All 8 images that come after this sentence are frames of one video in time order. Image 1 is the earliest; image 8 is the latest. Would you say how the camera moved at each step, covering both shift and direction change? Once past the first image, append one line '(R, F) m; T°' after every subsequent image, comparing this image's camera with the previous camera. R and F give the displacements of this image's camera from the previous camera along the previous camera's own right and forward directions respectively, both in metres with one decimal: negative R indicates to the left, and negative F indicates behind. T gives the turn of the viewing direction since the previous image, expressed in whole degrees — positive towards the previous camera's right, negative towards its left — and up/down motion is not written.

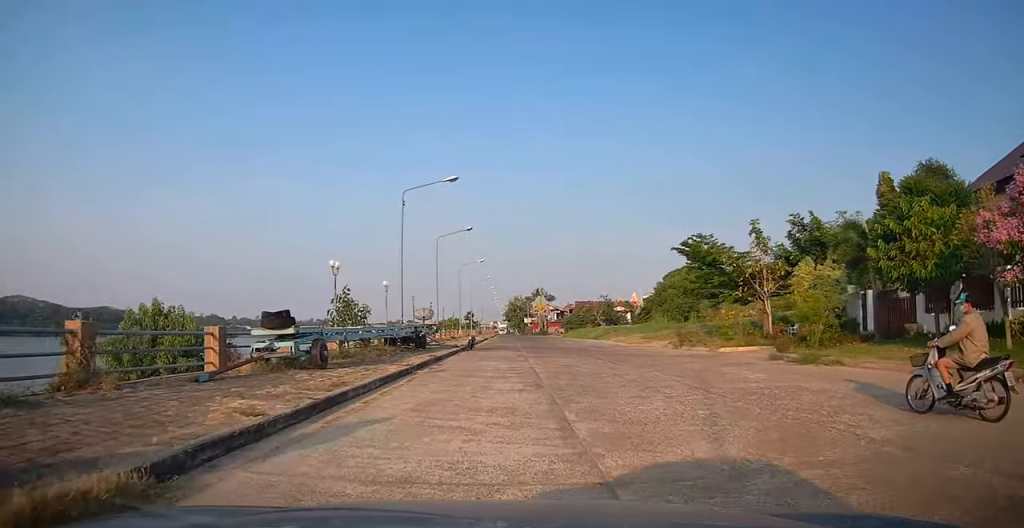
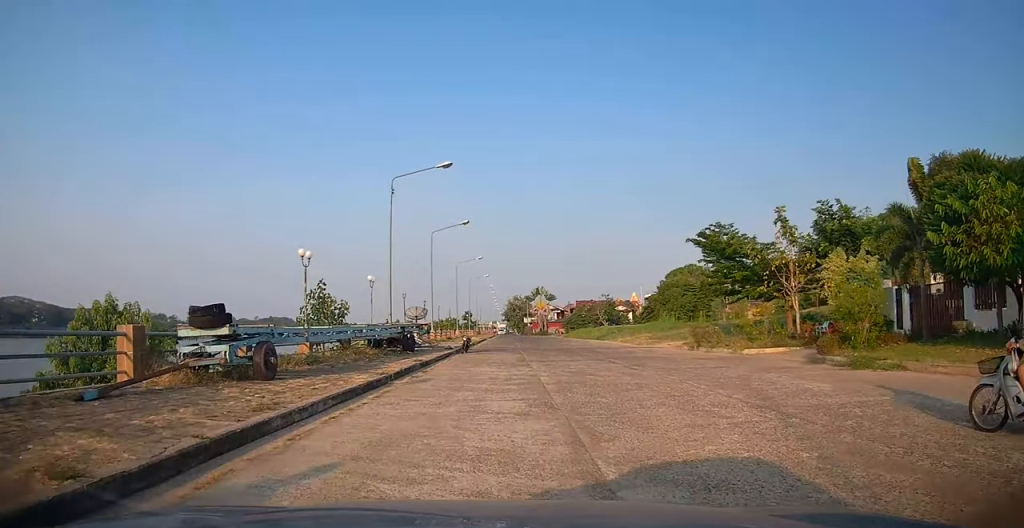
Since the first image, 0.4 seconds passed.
(0.0, +3.2) m; 0°
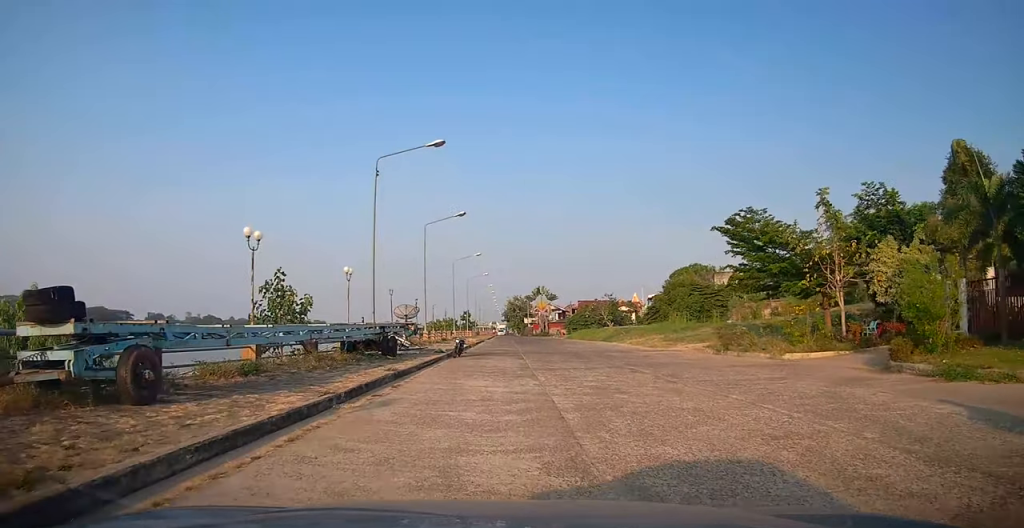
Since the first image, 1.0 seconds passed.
(+0.1, +4.0) m; 0°
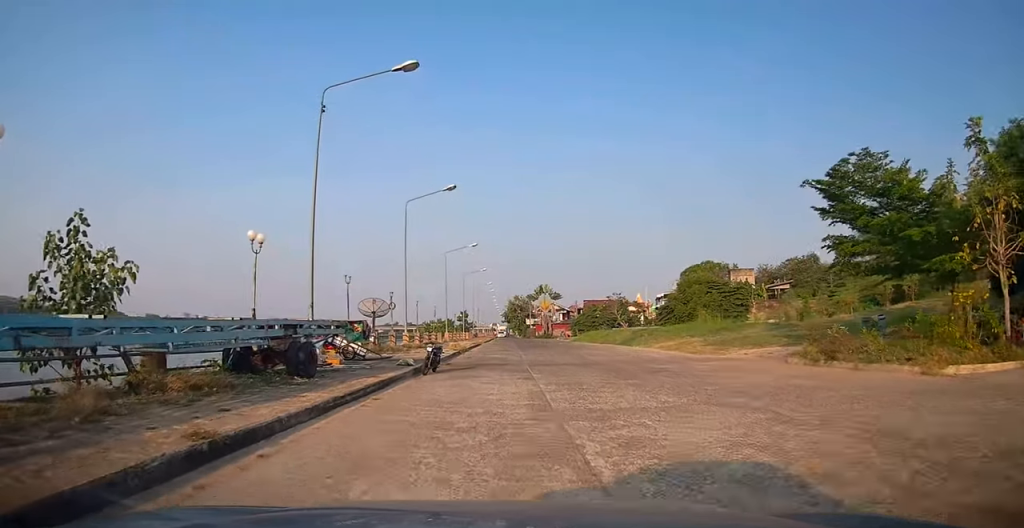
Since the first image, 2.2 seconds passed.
(0.0, +9.2) m; 0°
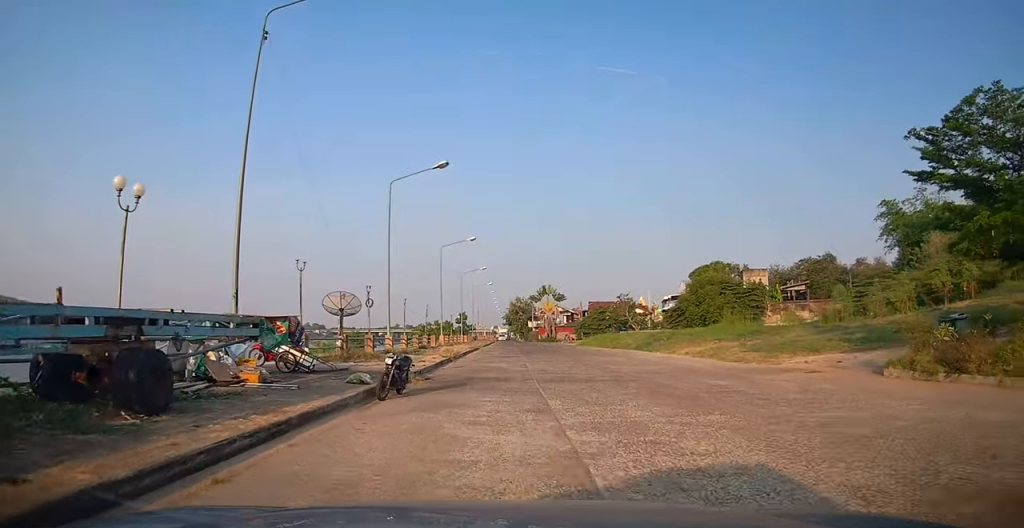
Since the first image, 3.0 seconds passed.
(0.0, +5.8) m; -1°
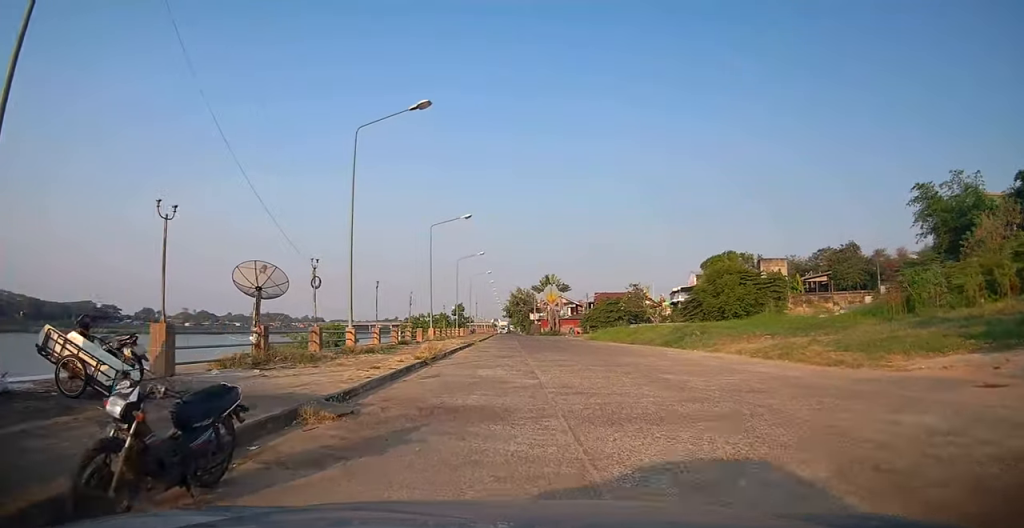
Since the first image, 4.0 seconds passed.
(-0.1, +7.9) m; -1°
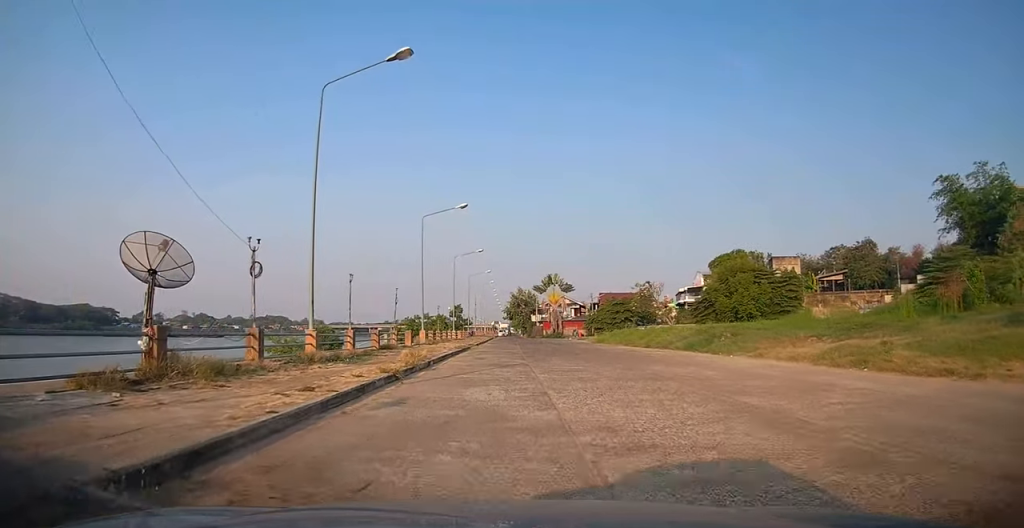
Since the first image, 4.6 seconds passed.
(0.0, +4.9) m; 0°
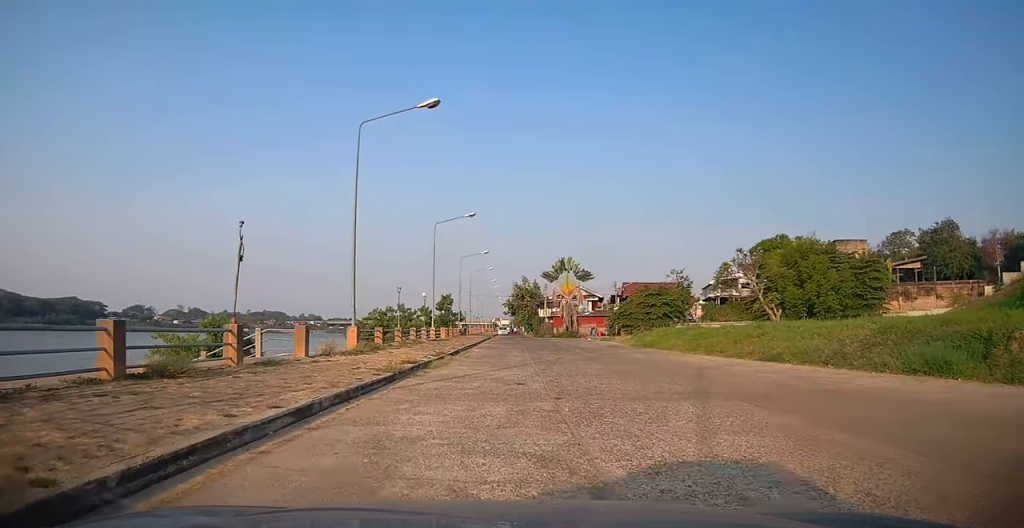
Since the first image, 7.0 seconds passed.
(-0.1, +19.6) m; 0°
